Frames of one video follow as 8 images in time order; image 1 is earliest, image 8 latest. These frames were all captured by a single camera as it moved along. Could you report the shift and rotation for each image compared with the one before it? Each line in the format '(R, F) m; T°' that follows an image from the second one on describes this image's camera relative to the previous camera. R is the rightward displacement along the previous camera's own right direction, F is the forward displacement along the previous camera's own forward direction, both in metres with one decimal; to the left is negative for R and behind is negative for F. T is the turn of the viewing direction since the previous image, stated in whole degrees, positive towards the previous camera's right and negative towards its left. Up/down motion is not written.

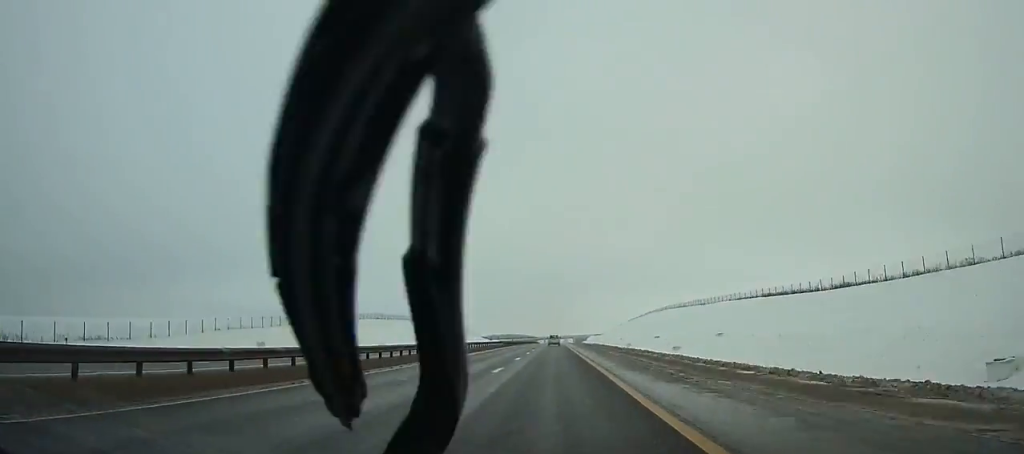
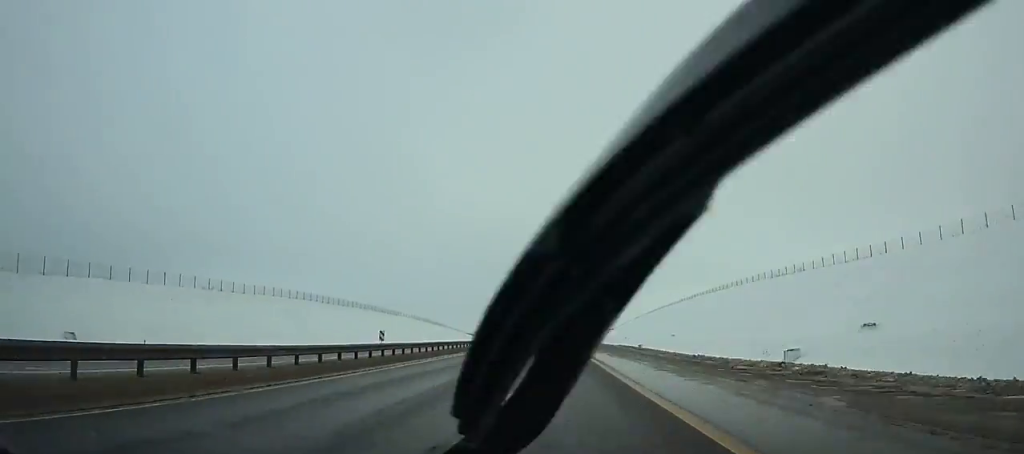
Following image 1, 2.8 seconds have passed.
(+0.1, +87.8) m; 0°
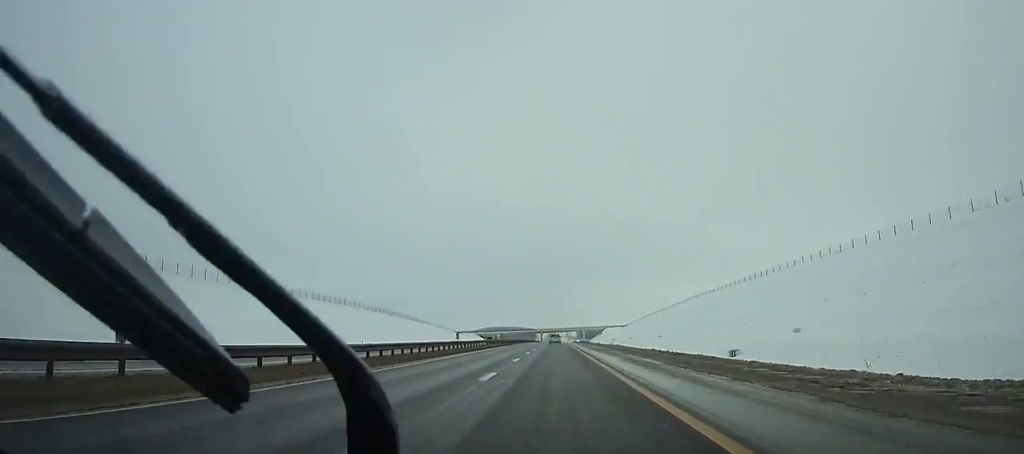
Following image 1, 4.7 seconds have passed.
(0.0, +59.5) m; 0°
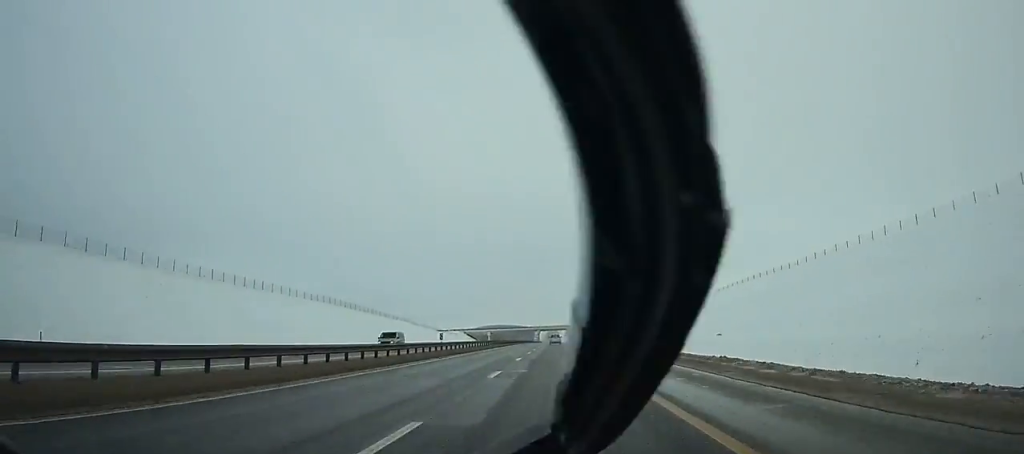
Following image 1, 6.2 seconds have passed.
(-0.1, +46.8) m; 0°
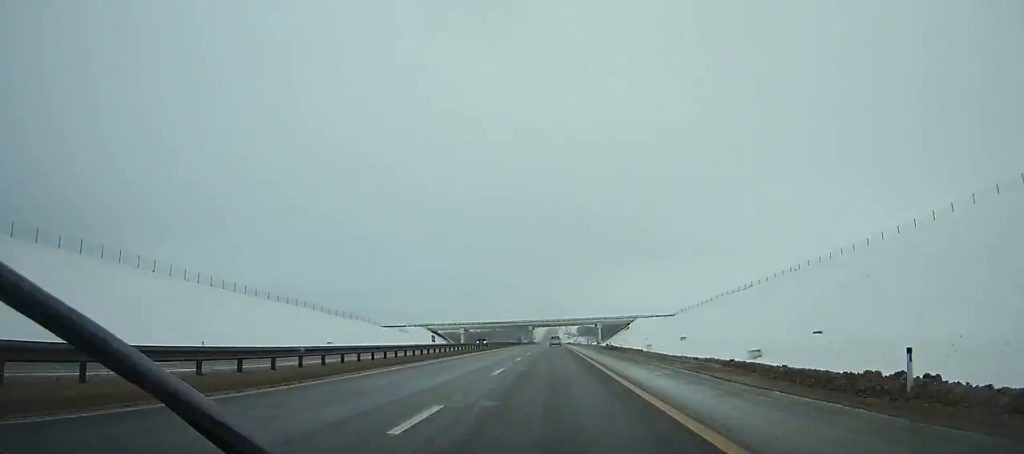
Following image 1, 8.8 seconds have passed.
(0.0, +81.2) m; 0°
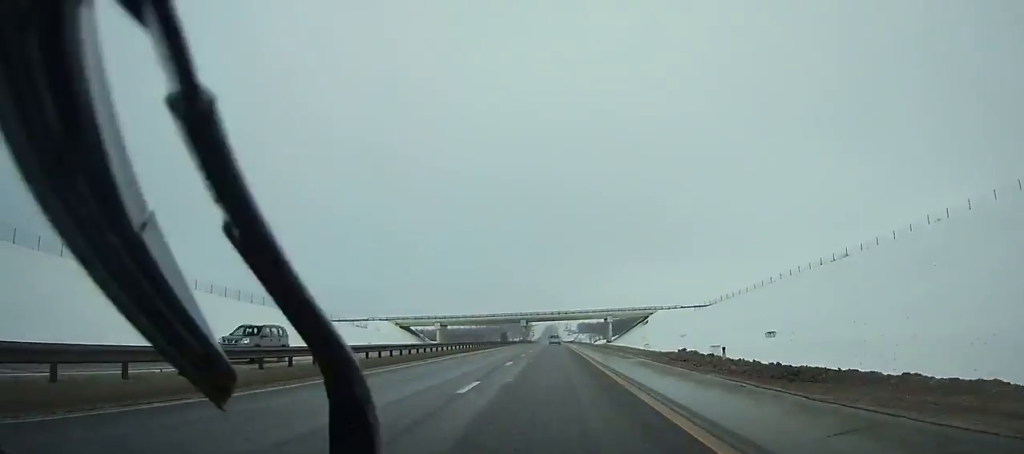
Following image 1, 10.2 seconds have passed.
(0.0, +43.7) m; 0°
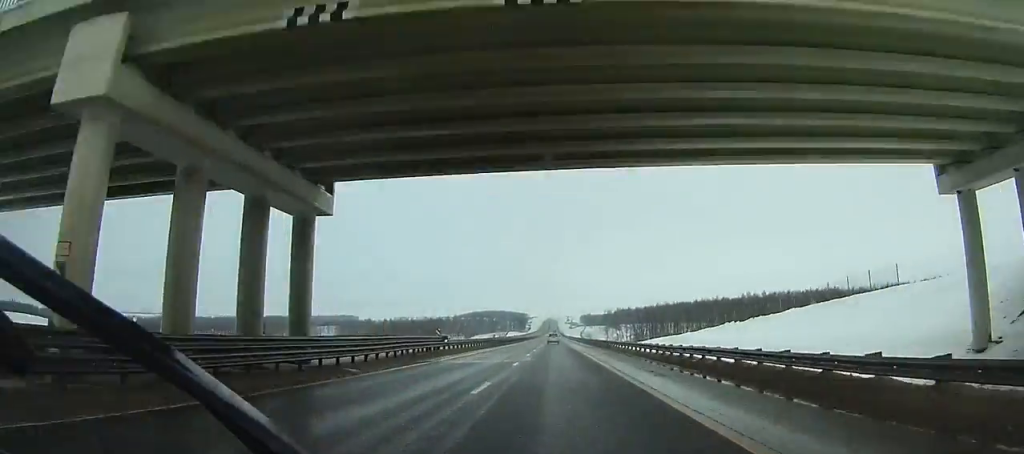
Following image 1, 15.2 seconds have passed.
(0.0, +157.2) m; 0°
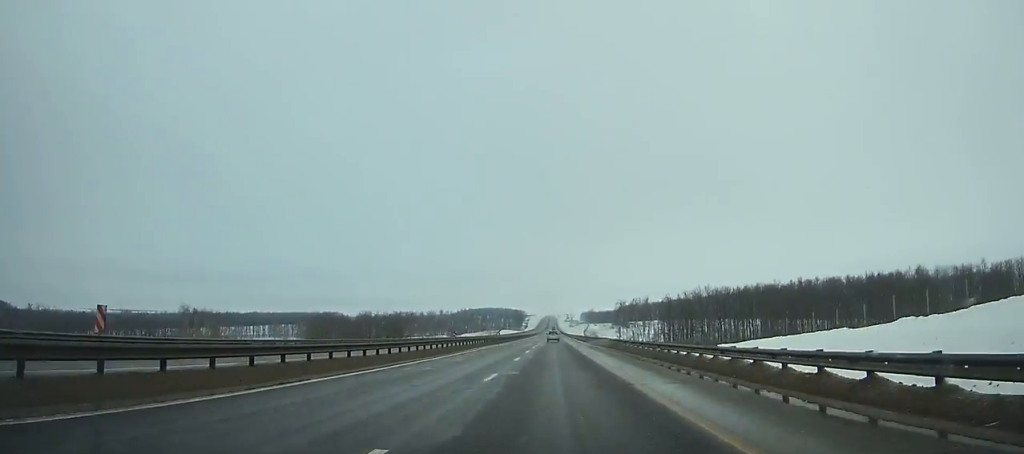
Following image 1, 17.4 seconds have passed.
(+0.1, +69.9) m; 0°
